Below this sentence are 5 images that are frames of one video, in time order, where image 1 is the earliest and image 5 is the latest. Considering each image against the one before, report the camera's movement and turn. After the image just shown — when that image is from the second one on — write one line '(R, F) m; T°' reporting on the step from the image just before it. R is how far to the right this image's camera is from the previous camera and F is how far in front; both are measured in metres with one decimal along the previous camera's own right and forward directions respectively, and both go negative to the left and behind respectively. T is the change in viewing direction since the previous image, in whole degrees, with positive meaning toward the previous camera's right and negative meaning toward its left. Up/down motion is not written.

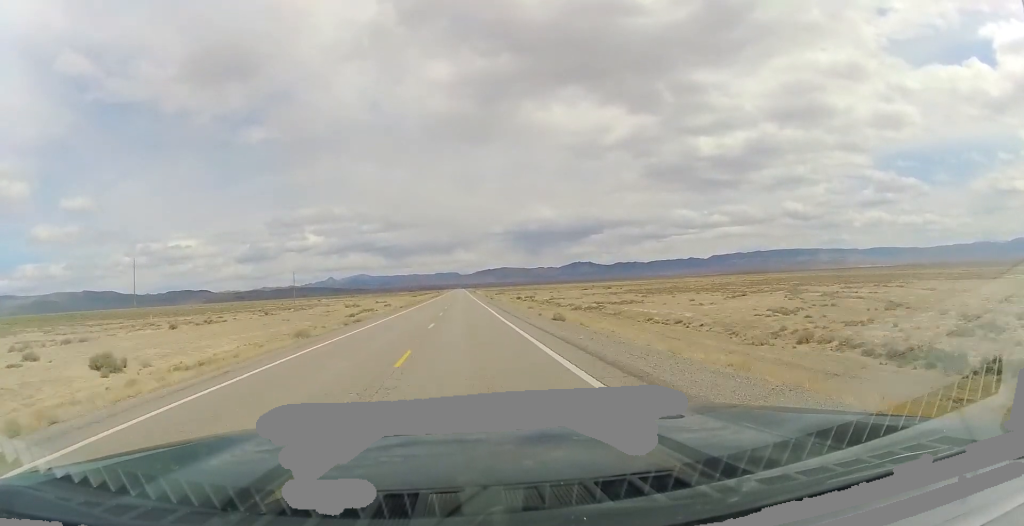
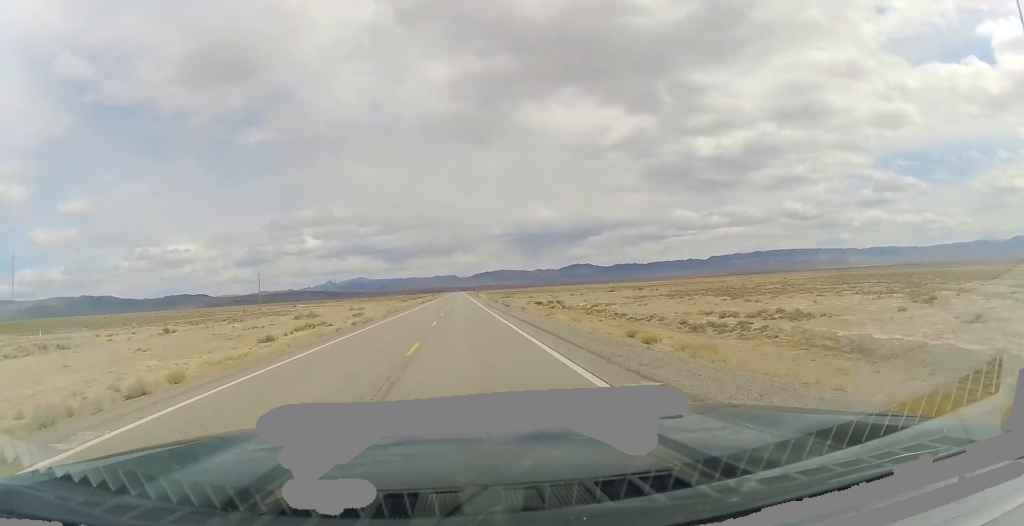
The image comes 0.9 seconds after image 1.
(-0.1, +34.1) m; -1°
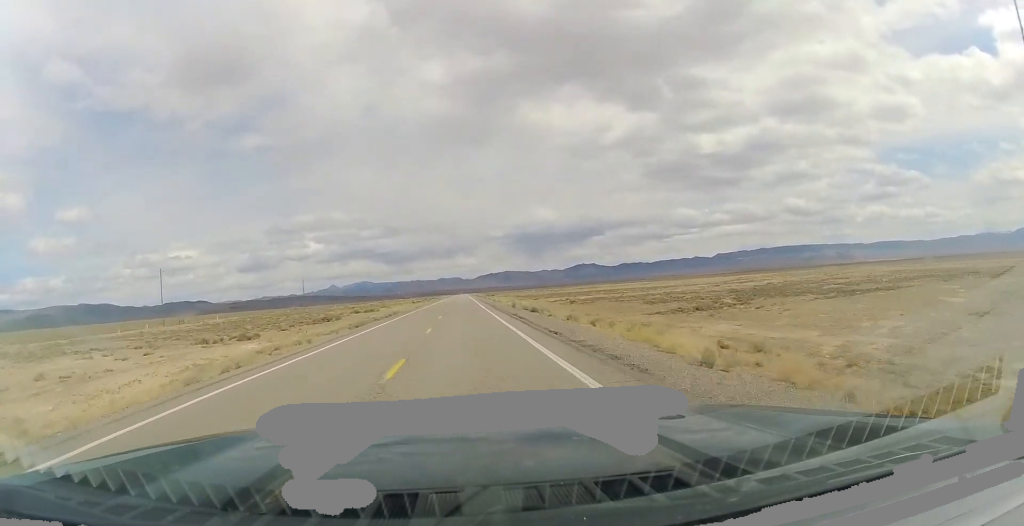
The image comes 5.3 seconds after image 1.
(+1.3, +163.3) m; 0°
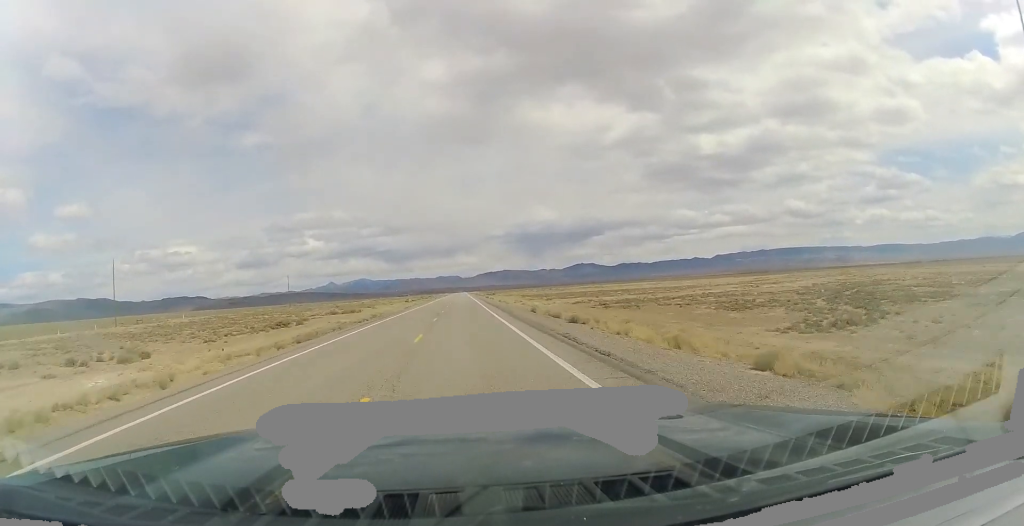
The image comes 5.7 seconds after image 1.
(-0.2, +17.4) m; 0°
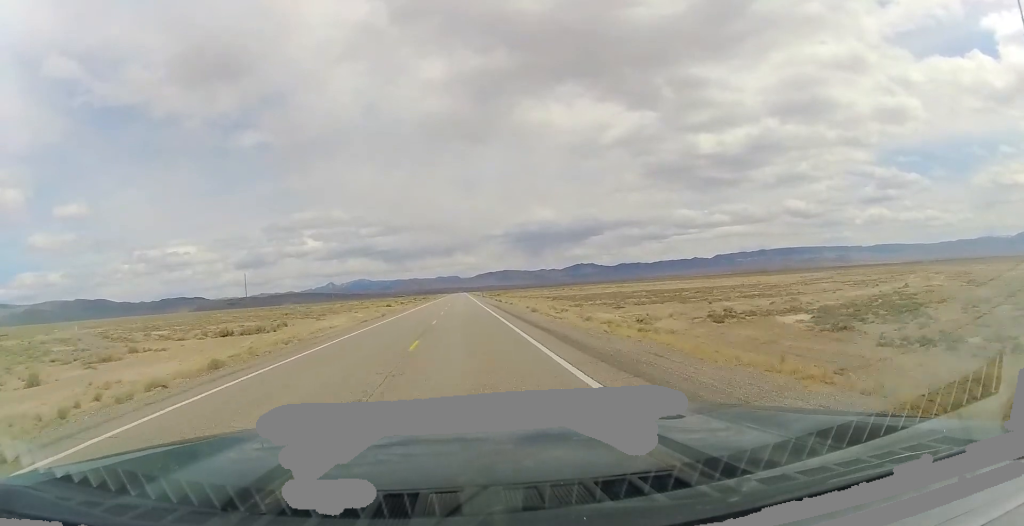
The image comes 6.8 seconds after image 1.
(+0.2, +39.3) m; 0°
